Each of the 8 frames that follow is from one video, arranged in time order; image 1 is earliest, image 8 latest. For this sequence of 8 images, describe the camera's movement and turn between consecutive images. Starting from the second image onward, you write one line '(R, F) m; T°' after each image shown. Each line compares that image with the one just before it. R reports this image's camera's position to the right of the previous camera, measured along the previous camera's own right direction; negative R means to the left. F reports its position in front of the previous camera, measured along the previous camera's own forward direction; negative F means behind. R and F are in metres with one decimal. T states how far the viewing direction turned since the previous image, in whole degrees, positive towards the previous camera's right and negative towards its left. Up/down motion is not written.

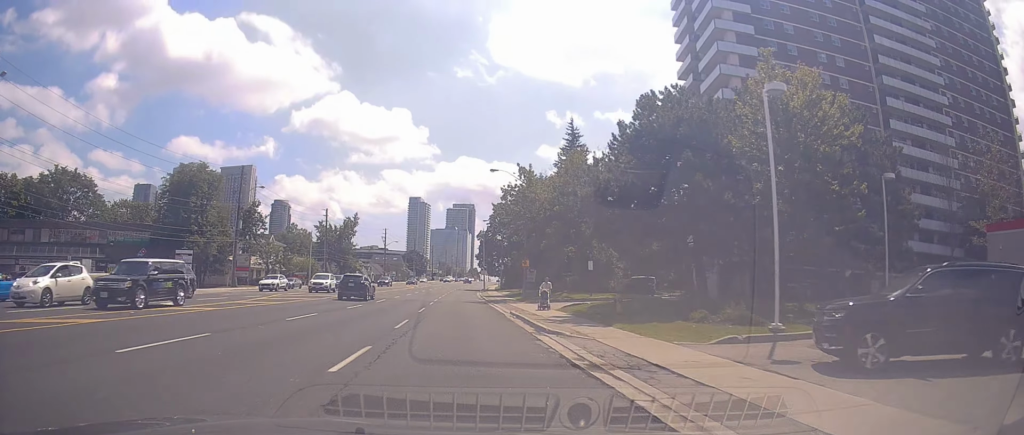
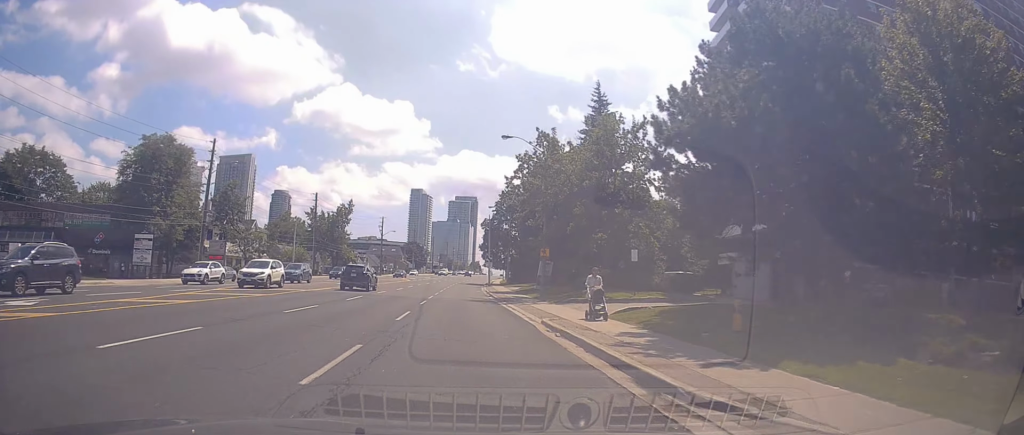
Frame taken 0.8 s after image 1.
(+0.3, +7.9) m; 0°
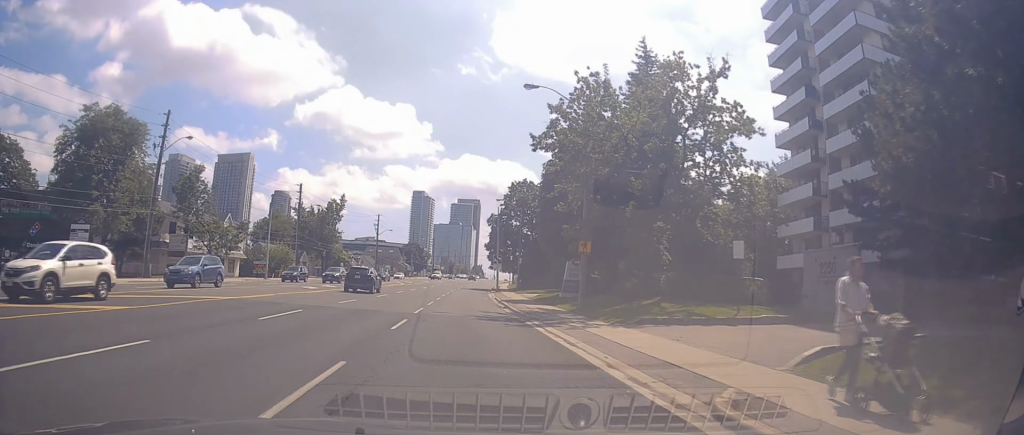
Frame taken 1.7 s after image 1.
(-0.1, +10.0) m; -1°
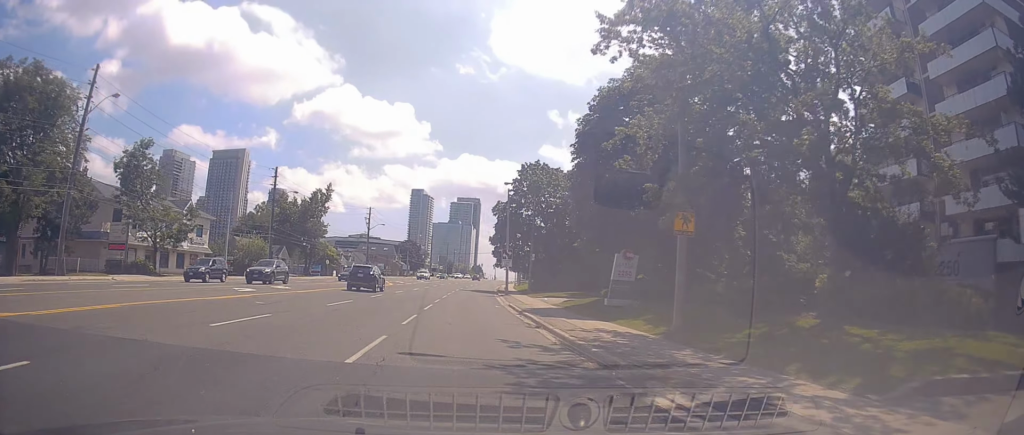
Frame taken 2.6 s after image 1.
(-0.1, +11.0) m; 0°
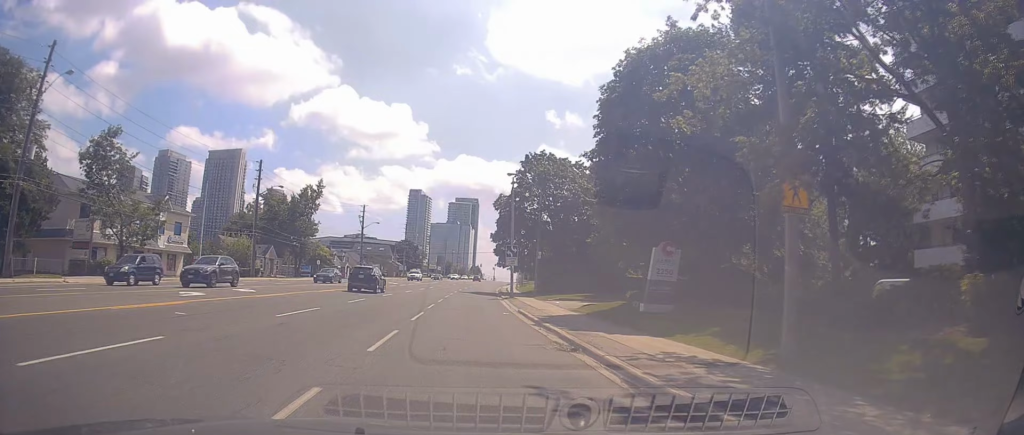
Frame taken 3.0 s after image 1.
(+0.1, +5.1) m; 0°
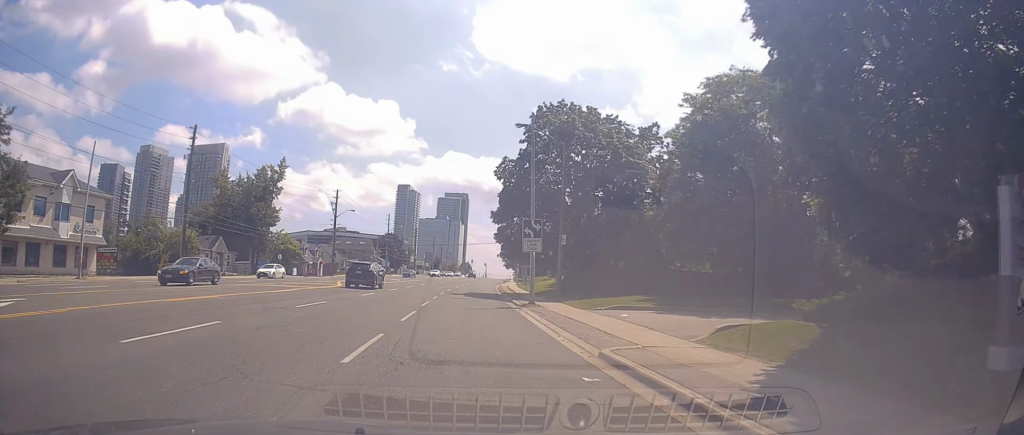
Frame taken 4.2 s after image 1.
(-0.2, +15.7) m; -2°
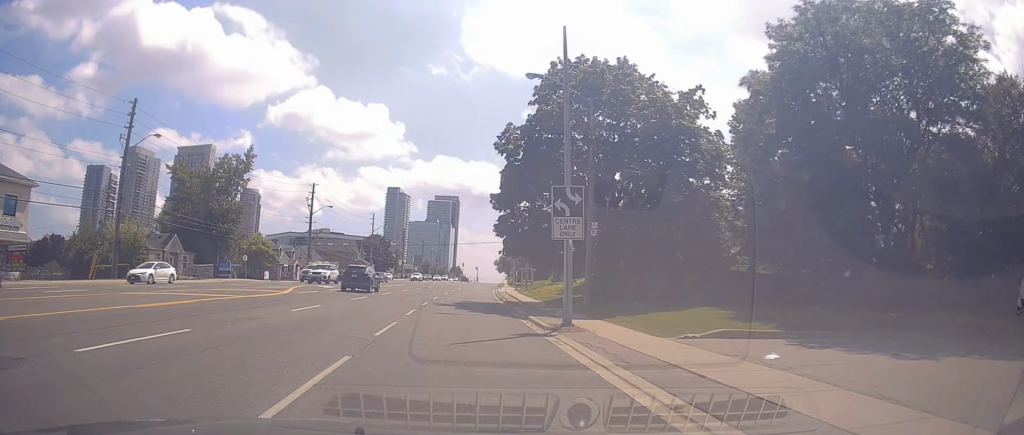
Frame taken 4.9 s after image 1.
(-0.2, +10.2) m; +1°
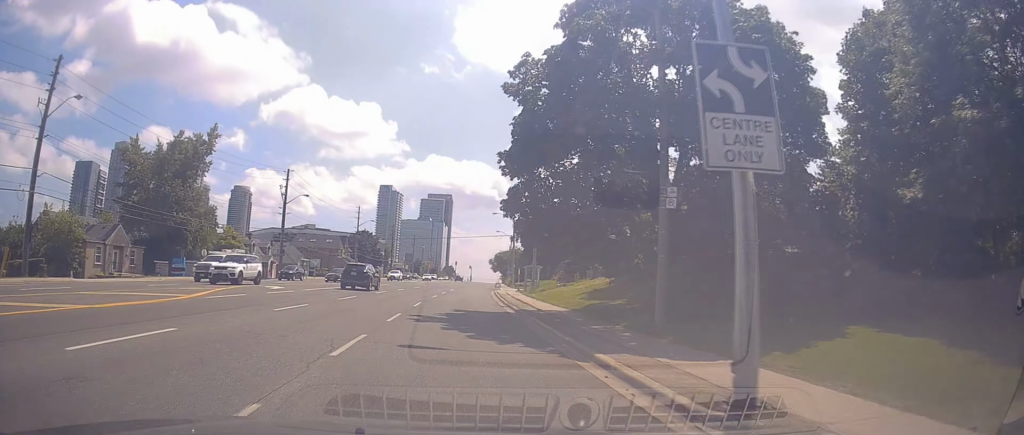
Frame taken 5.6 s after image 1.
(+0.1, +10.3) m; +1°
